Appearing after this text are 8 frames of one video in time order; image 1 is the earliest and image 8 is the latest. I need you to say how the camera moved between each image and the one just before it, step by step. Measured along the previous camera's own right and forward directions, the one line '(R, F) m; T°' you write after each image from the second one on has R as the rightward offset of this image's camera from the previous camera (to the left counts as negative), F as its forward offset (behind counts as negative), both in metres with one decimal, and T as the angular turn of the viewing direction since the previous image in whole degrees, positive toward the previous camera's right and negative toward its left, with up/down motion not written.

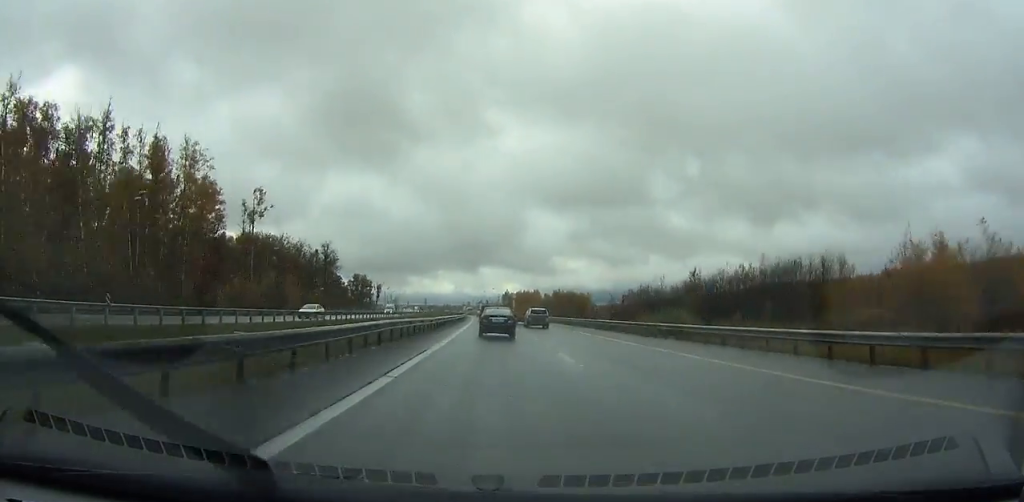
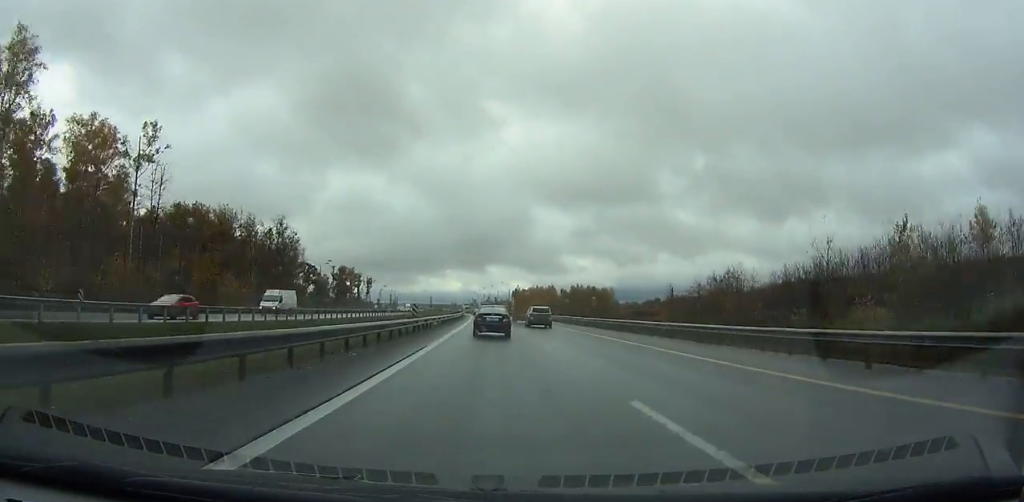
(-0.3, +42.0) m; -1°
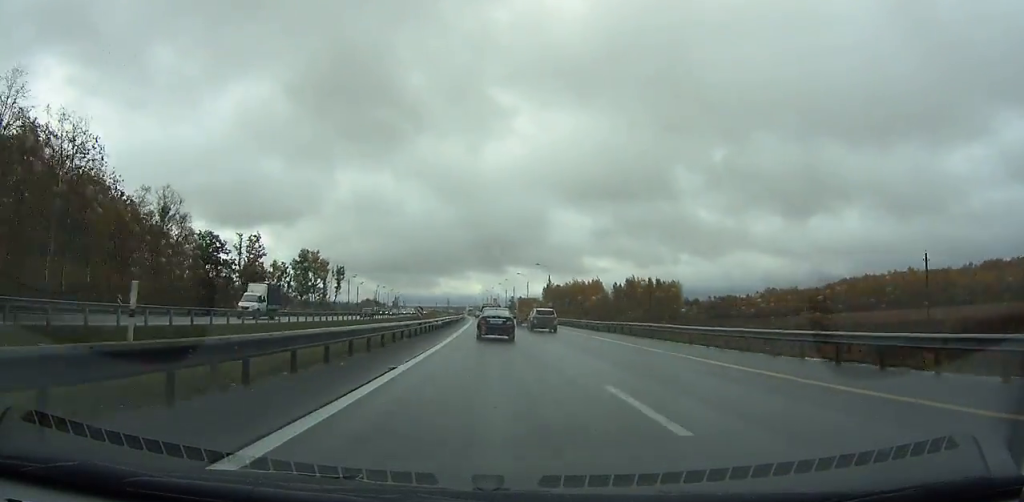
(-1.2, +78.1) m; -2°
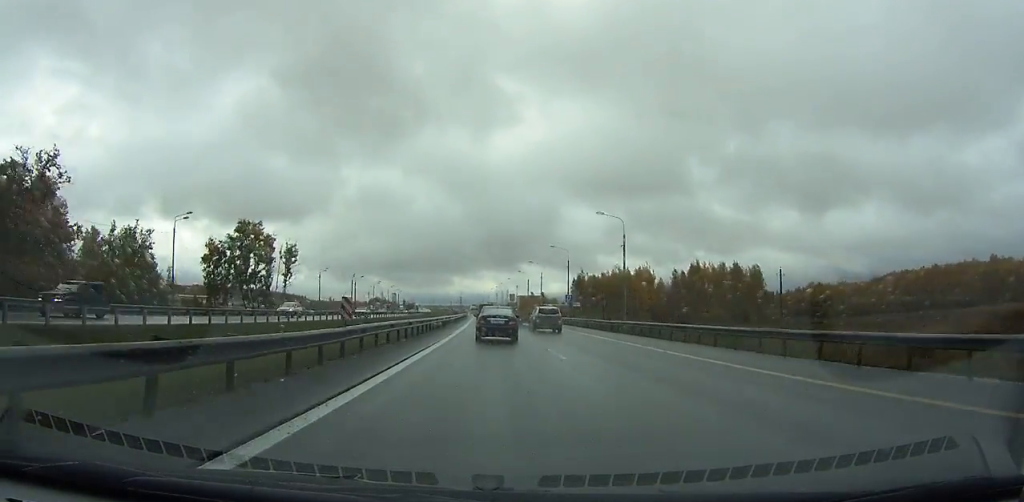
(-0.6, +54.1) m; -1°
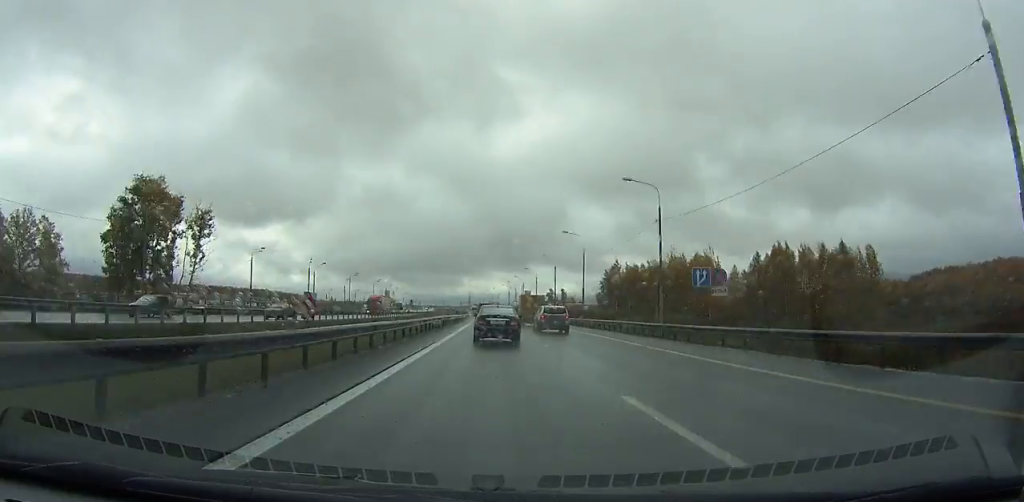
(-0.5, +41.8) m; -1°
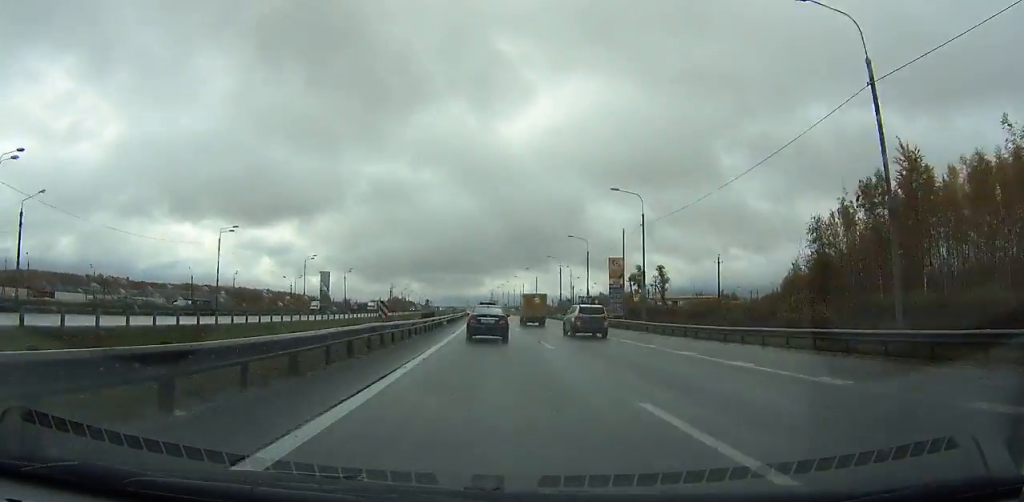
(-2.3, +116.8) m; -2°
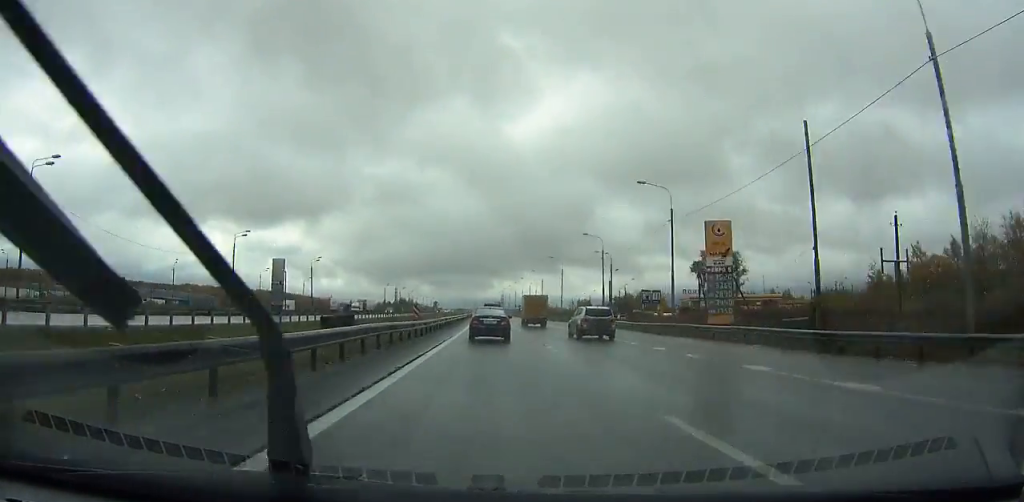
(-0.1, +33.3) m; -1°
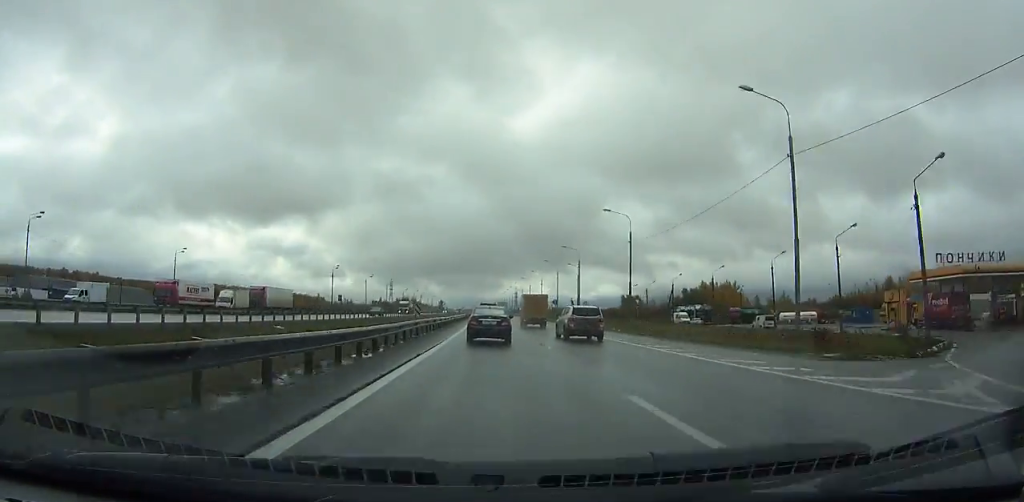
(-1.4, +76.6) m; -2°
